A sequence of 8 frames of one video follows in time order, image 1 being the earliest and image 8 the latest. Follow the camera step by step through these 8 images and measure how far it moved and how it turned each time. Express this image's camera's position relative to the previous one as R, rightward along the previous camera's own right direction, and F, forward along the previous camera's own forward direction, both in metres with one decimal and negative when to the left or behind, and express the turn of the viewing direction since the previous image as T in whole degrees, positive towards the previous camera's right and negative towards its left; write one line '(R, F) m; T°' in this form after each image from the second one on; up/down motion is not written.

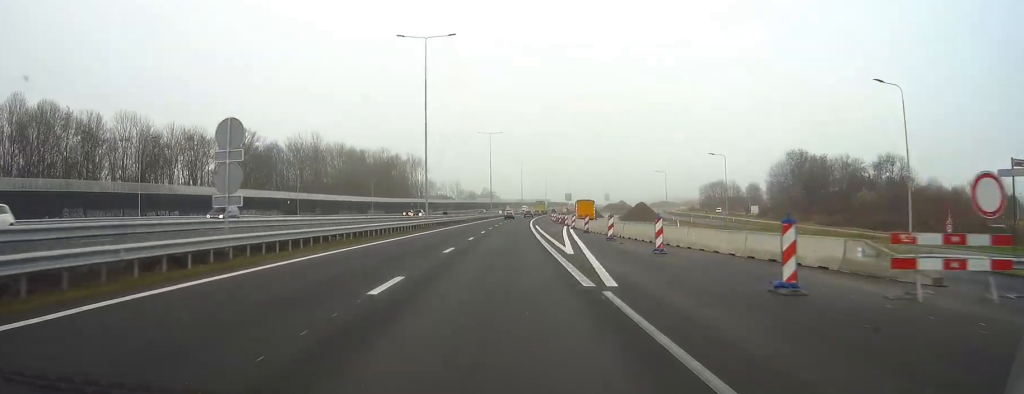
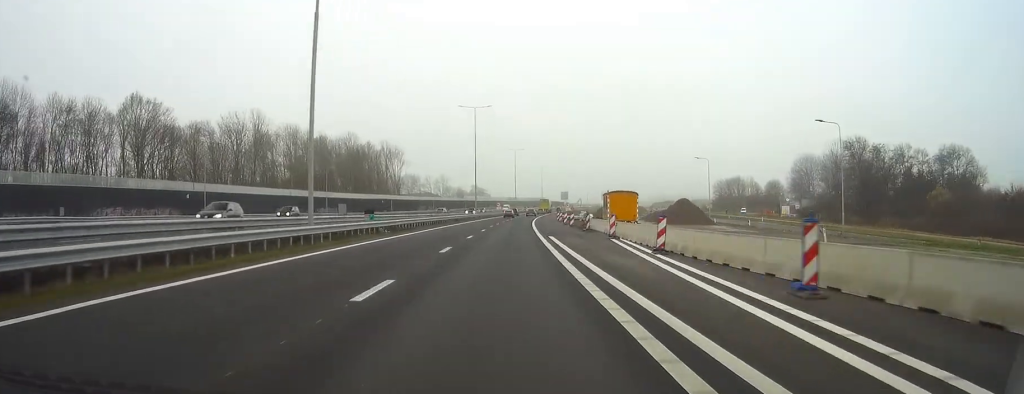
(-0.1, +37.5) m; 0°
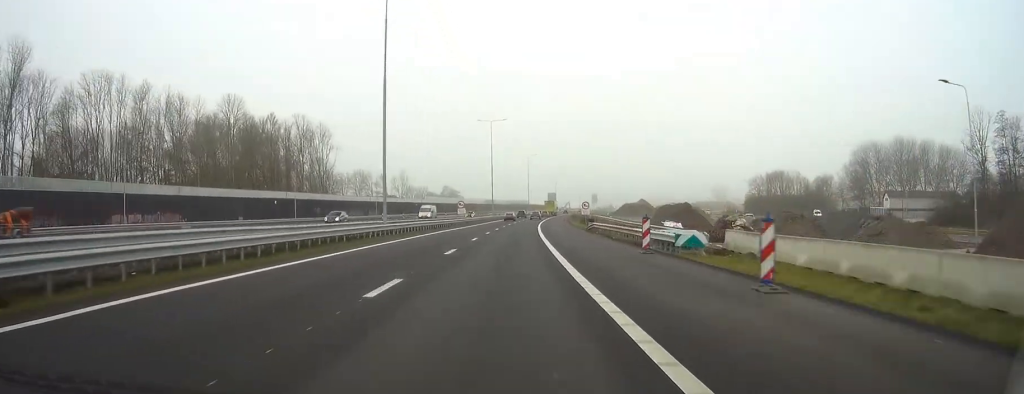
(+0.4, +71.0) m; +1°
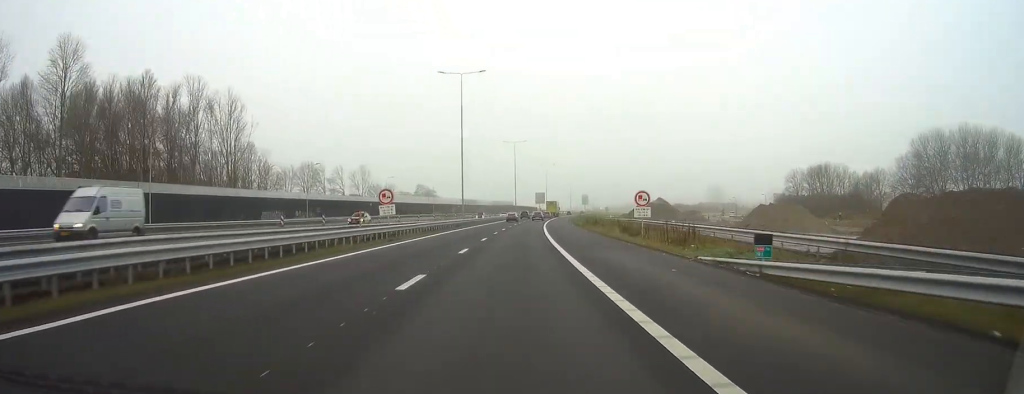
(+0.8, +47.2) m; +2°
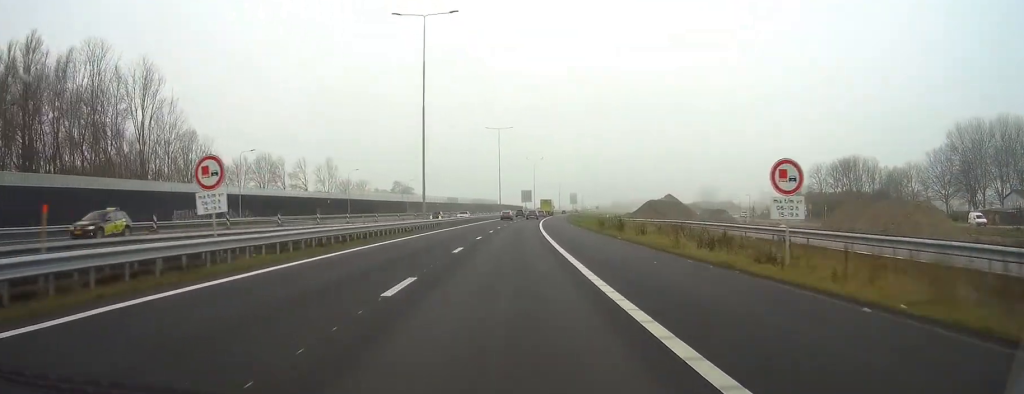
(+0.1, +25.6) m; +1°
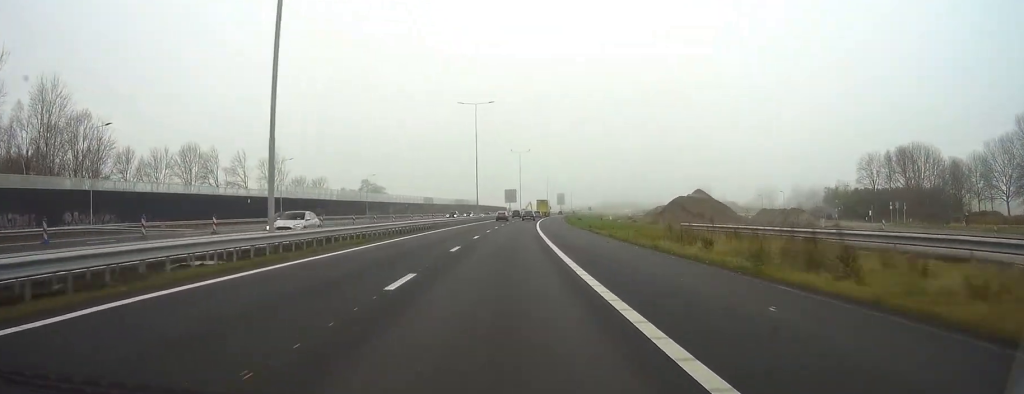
(+0.4, +35.2) m; +1°
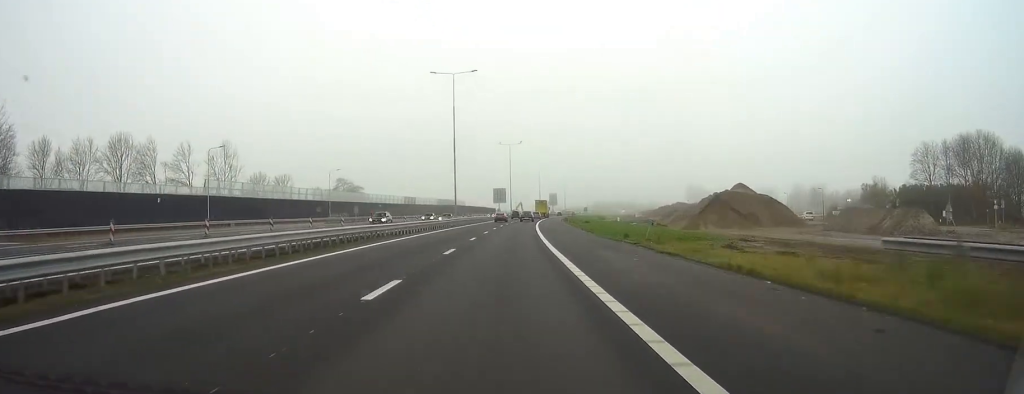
(0.0, +25.5) m; +1°
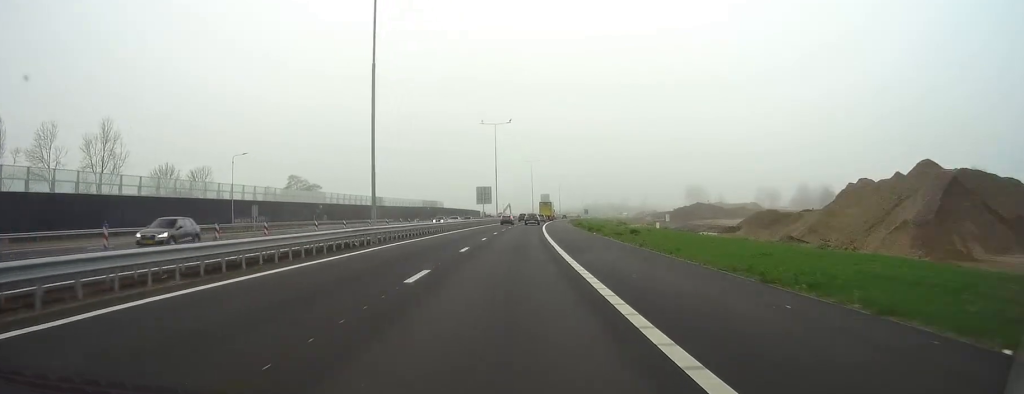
(+0.6, +45.0) m; +2°
